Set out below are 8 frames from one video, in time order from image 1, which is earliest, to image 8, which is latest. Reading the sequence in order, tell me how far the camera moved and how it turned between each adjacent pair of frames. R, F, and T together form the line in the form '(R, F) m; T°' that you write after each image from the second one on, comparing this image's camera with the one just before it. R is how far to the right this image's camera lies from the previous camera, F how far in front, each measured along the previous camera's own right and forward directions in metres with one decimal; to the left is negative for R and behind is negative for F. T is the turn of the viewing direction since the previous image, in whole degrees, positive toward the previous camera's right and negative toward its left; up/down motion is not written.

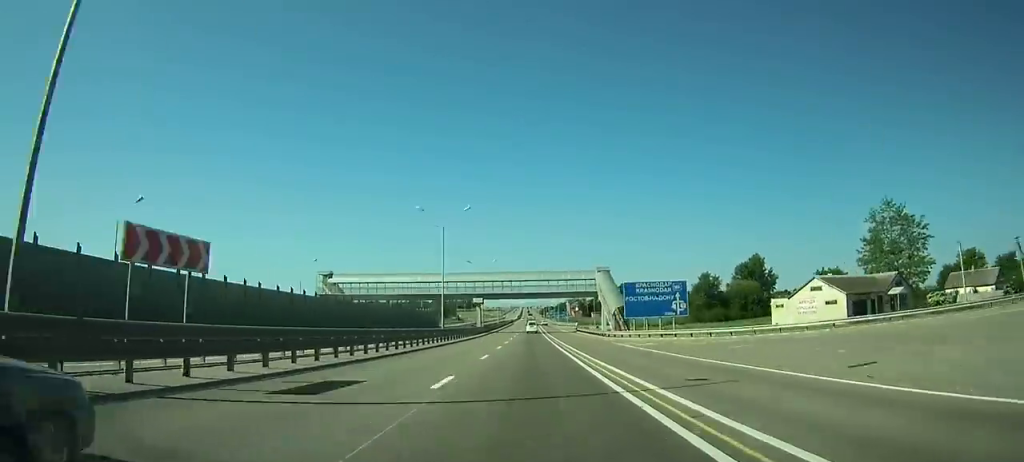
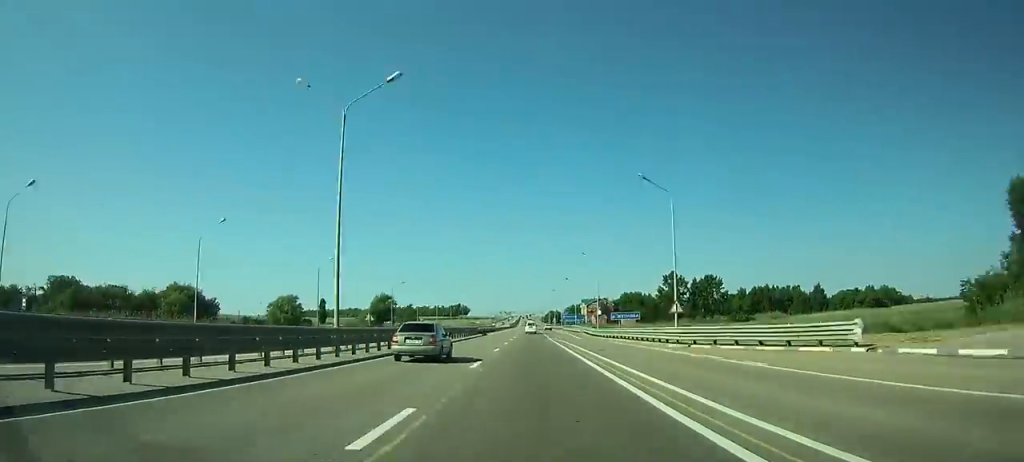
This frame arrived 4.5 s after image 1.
(-0.2, +125.6) m; 0°
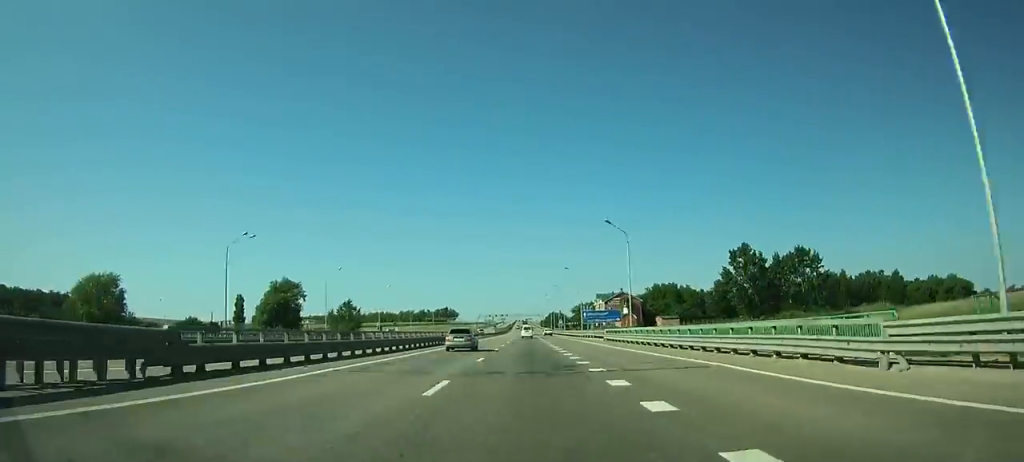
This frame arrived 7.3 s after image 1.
(-0.1, +80.3) m; 0°
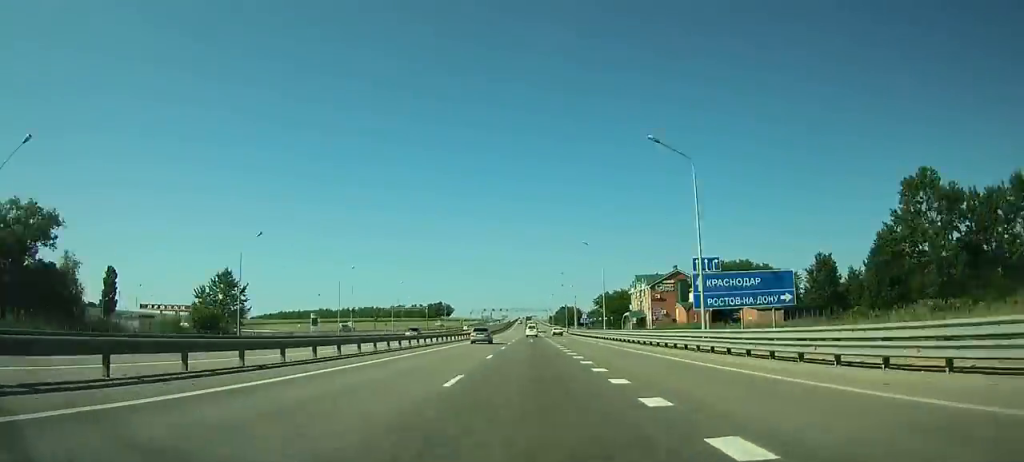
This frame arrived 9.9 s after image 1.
(-0.1, +71.9) m; 0°
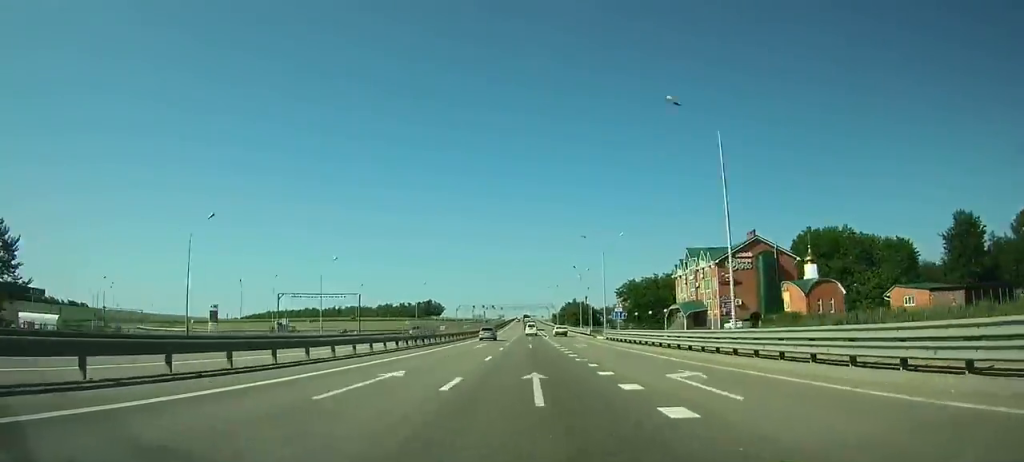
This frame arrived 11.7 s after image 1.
(+0.1, +48.1) m; 0°
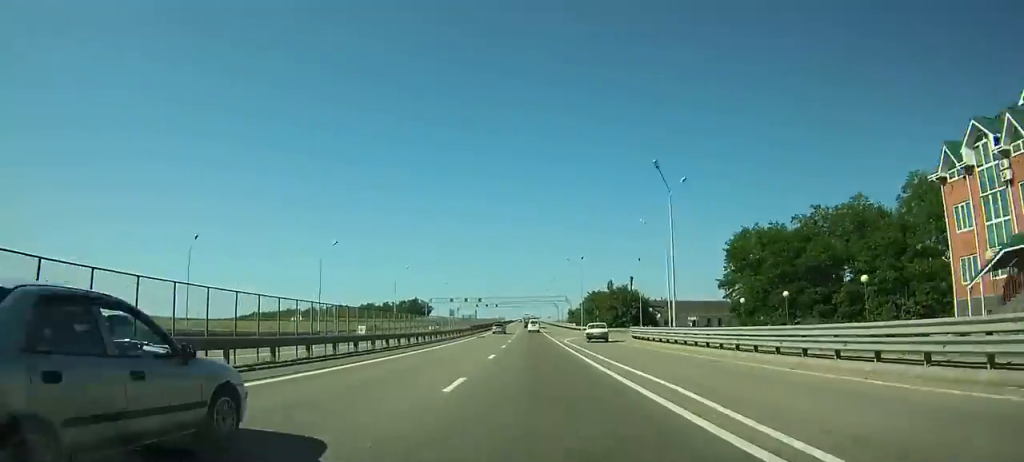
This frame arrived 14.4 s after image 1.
(+0.1, +70.5) m; 0°
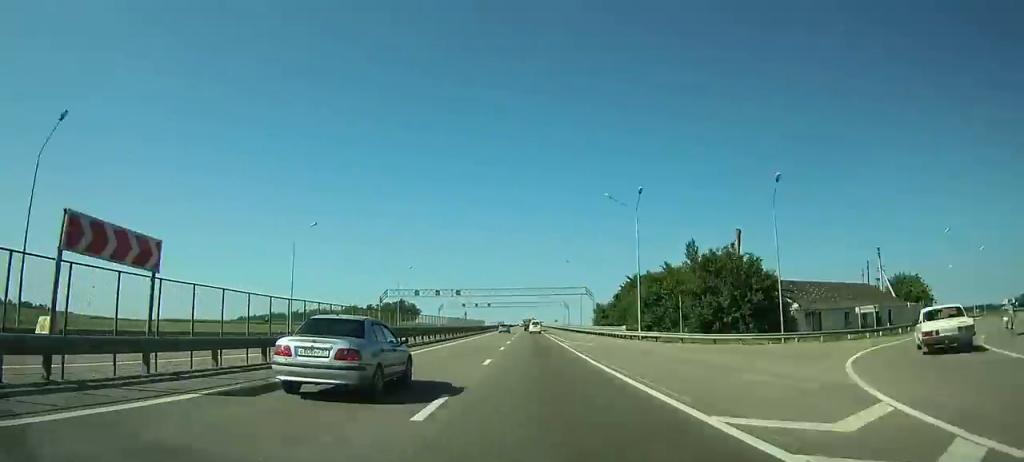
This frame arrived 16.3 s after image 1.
(0.0, +48.8) m; 0°
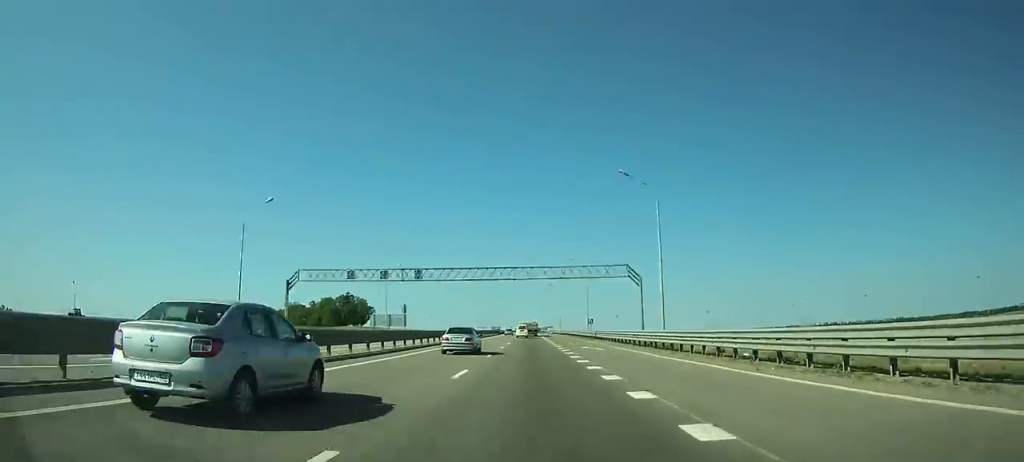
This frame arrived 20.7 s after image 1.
(-0.2, +116.3) m; 0°
